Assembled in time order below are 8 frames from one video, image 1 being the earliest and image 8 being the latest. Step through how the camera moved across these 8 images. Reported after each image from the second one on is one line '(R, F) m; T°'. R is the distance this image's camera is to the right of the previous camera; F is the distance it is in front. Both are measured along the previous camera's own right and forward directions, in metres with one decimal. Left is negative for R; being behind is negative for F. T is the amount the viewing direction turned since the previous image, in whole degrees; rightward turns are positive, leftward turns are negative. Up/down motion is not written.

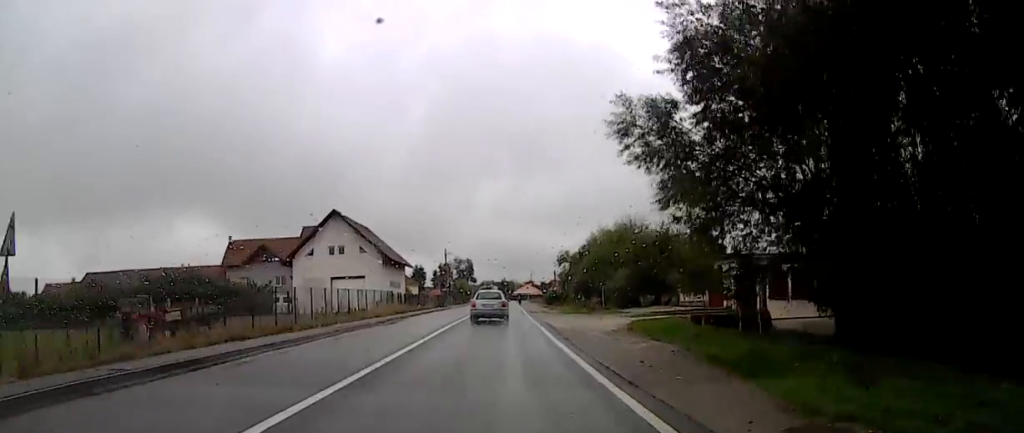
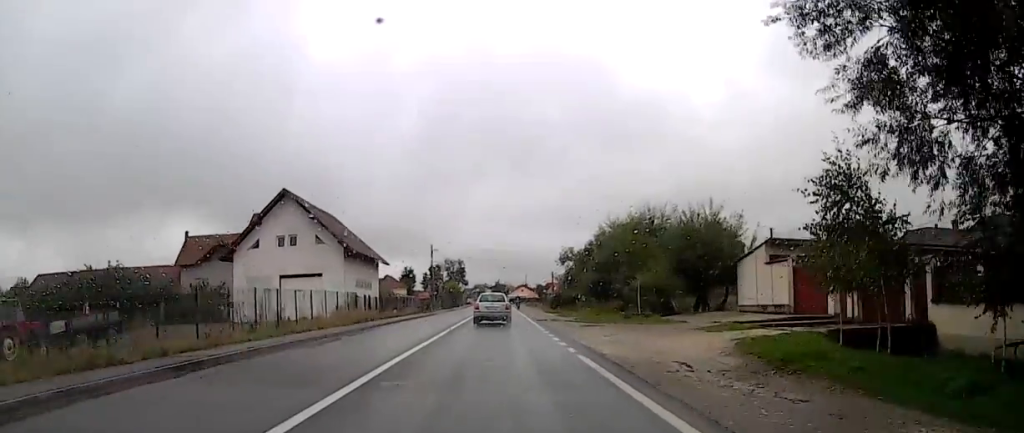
(+0.2, +12.7) m; 0°
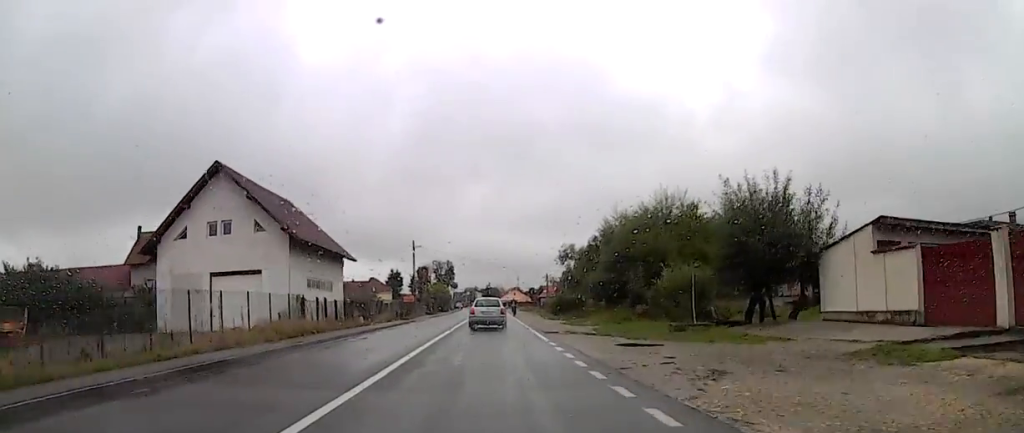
(0.0, +9.3) m; -2°
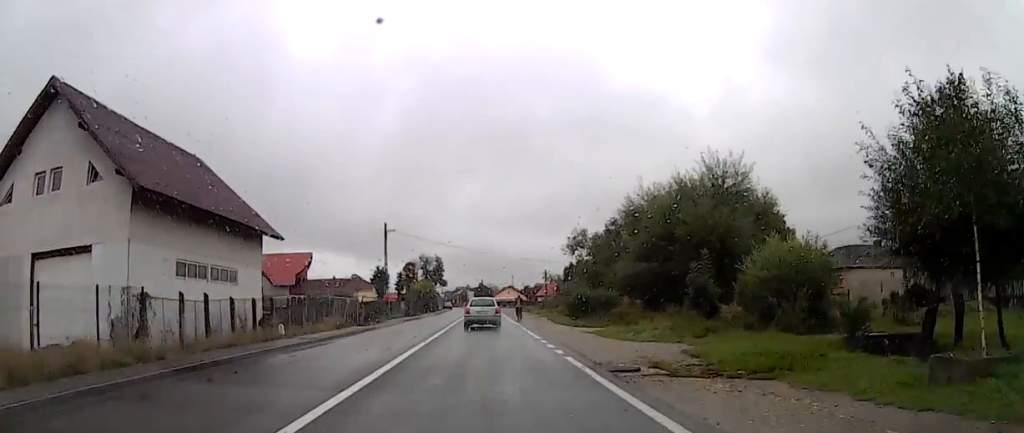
(-0.4, +14.2) m; +3°
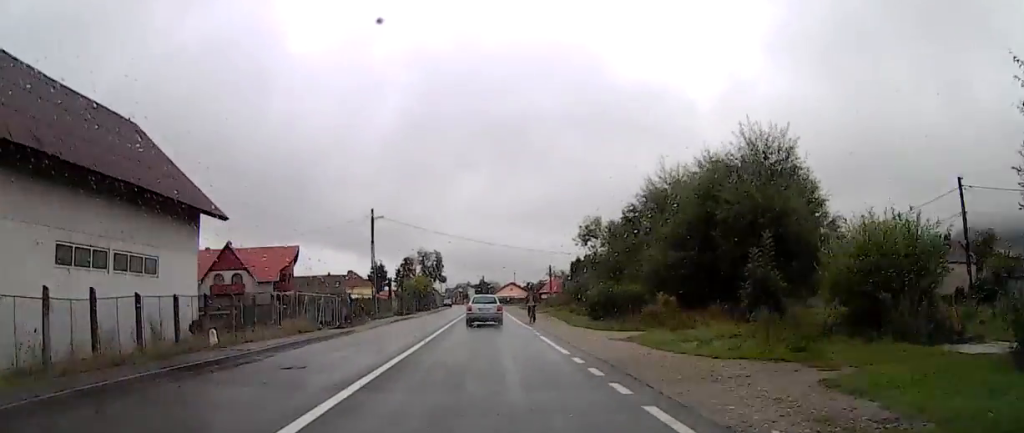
(+0.2, +6.5) m; +1°
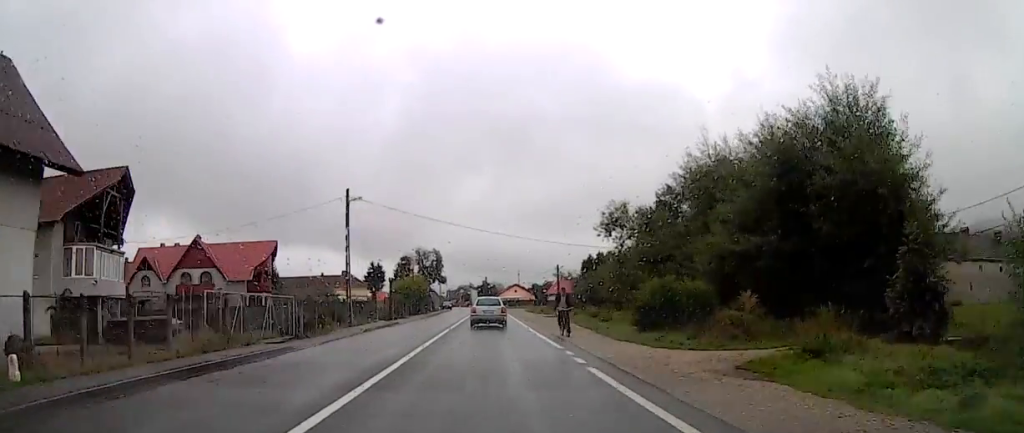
(+0.8, +9.1) m; +1°
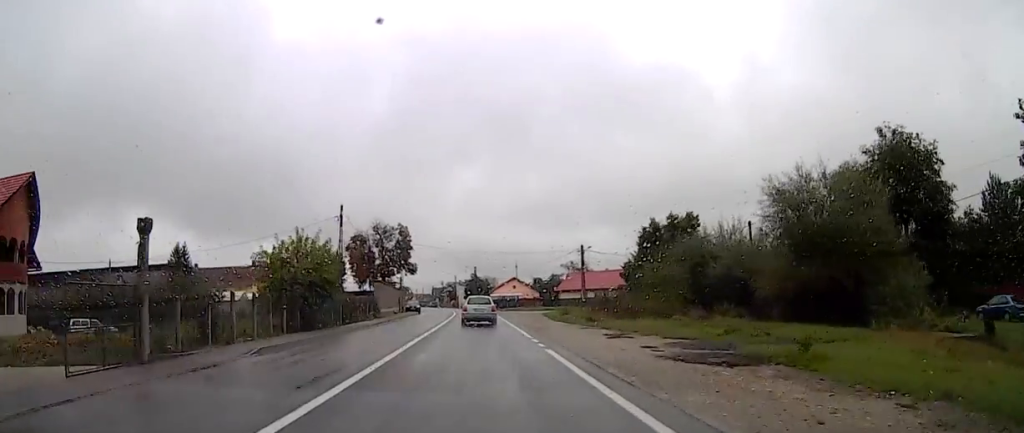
(-1.4, +41.1) m; -2°
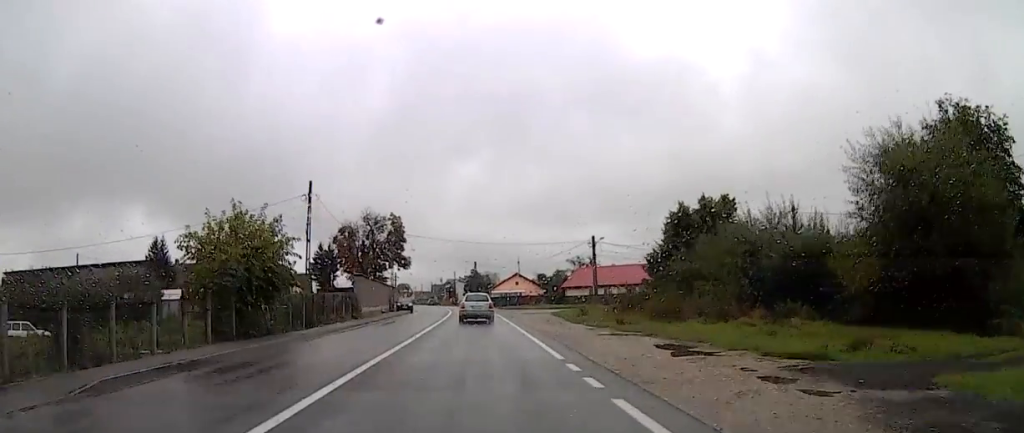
(+0.3, +8.7) m; -1°
